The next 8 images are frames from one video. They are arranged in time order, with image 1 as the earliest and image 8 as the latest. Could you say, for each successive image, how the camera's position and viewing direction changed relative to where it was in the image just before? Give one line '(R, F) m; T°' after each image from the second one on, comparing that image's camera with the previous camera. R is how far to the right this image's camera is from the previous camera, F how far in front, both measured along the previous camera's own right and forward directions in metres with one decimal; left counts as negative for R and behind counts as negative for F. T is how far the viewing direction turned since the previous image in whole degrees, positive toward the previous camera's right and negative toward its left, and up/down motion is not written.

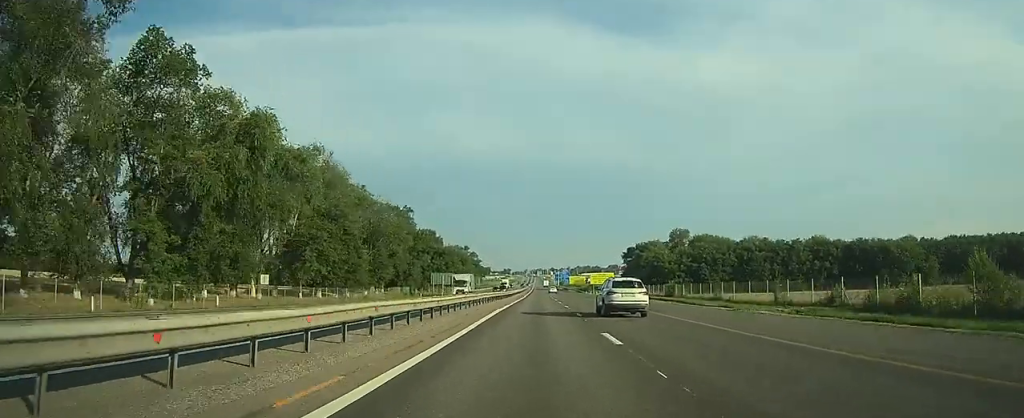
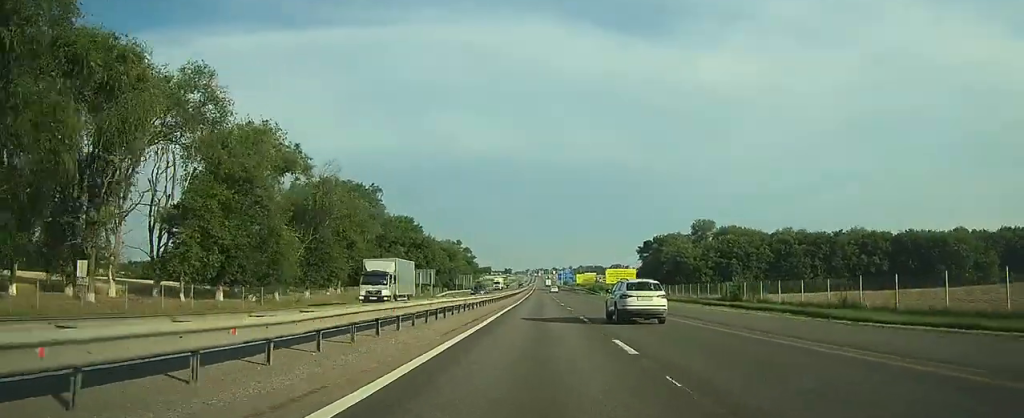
(0.0, +25.4) m; 0°
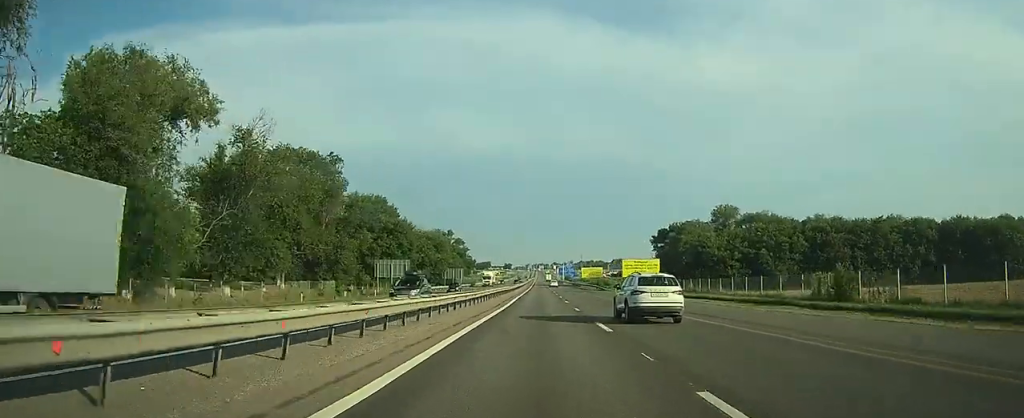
(0.0, +19.5) m; 0°
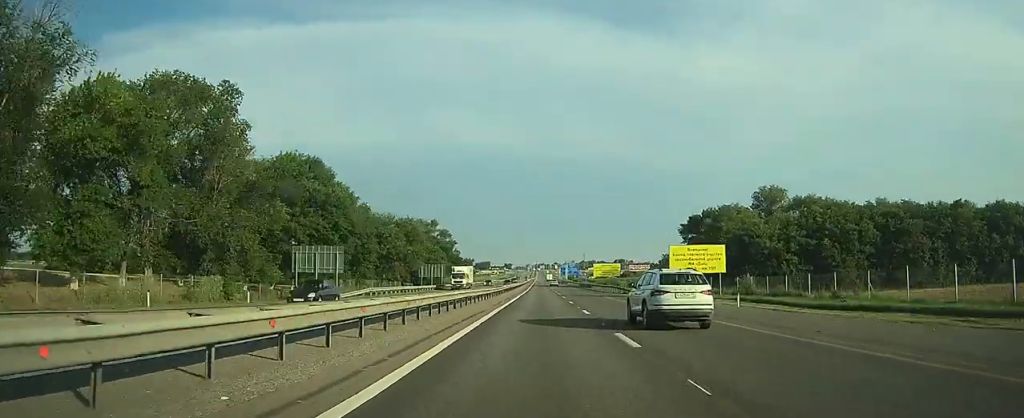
(-0.1, +28.2) m; 0°
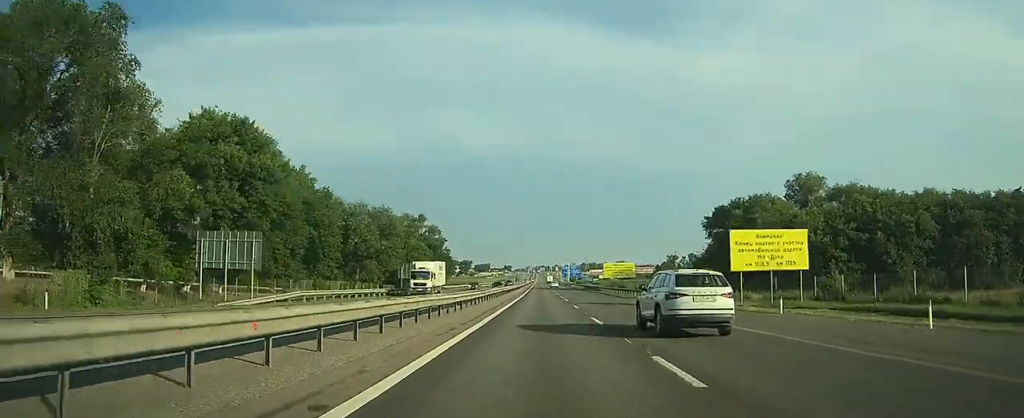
(0.0, +16.4) m; 0°
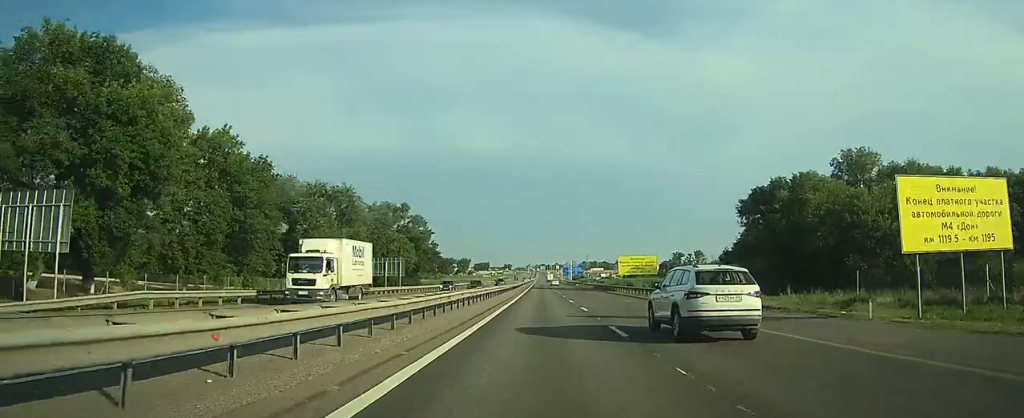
(0.0, +17.4) m; 0°
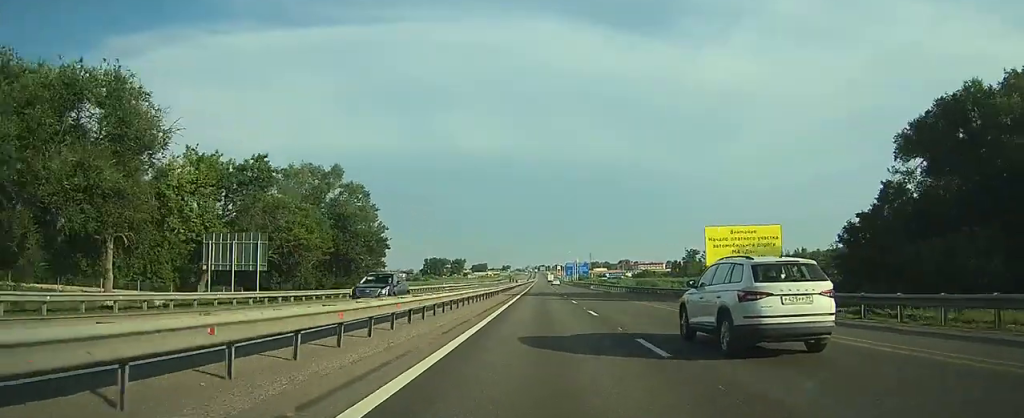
(+0.1, +40.7) m; 0°
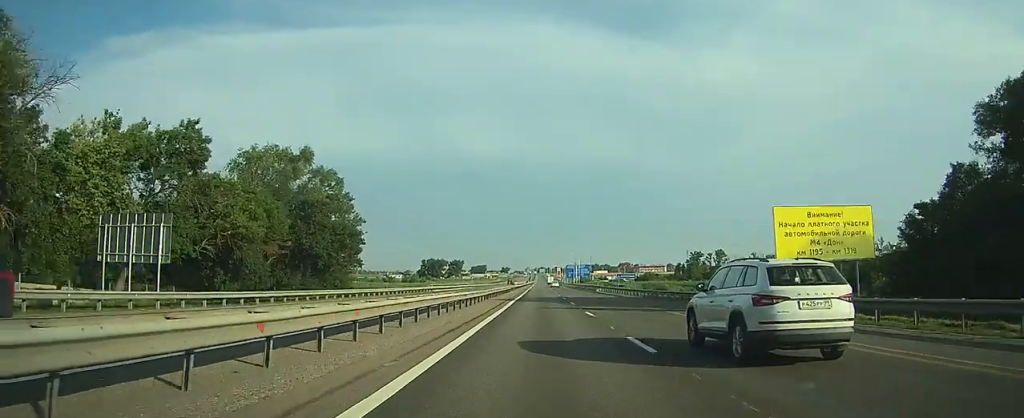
(0.0, +11.2) m; 0°
